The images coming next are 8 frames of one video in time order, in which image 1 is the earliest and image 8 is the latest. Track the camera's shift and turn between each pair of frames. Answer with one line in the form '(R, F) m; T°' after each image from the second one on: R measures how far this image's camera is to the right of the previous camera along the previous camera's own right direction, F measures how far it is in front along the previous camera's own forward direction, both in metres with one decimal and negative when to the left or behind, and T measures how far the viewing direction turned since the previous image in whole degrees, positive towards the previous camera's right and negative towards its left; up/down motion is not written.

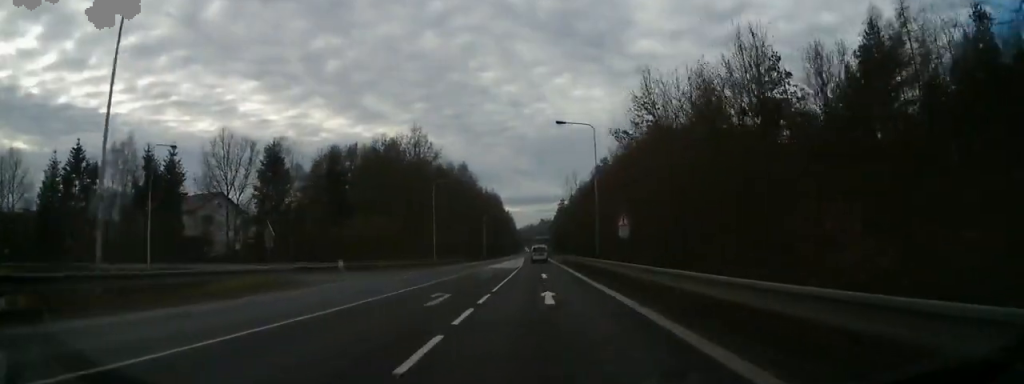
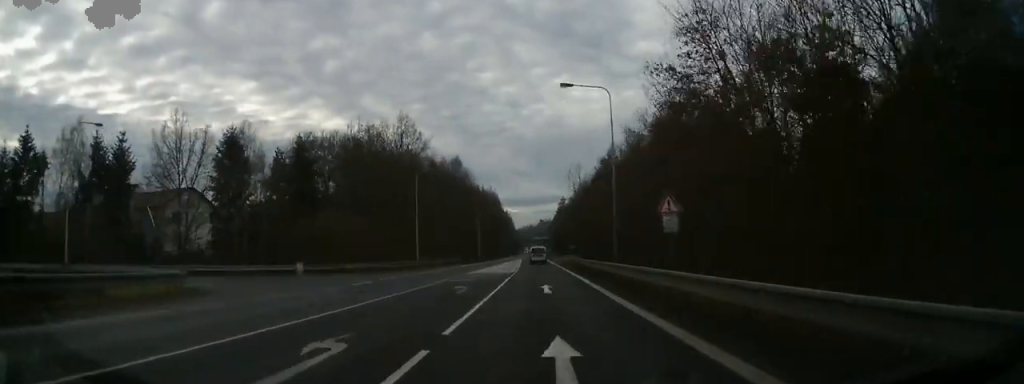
(+0.3, +8.0) m; -3°
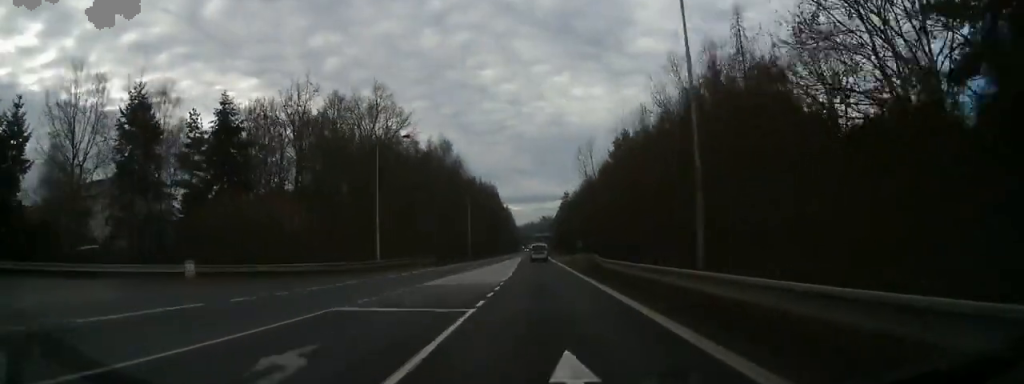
(-1.0, +11.4) m; 0°
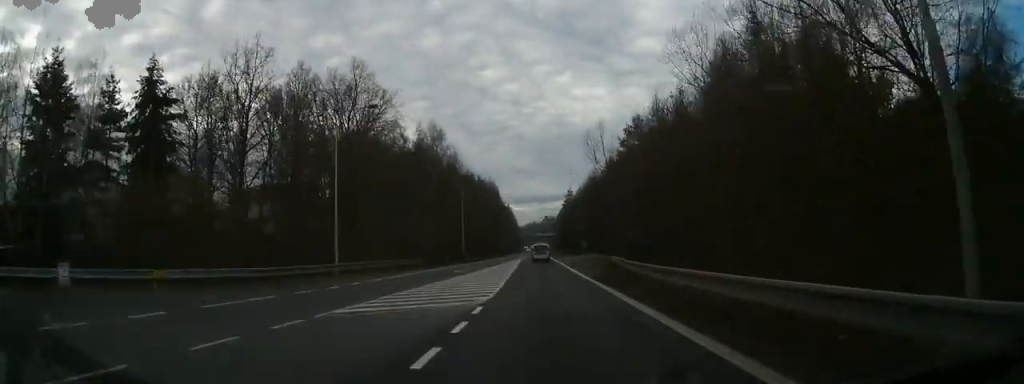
(0.0, +7.3) m; +1°
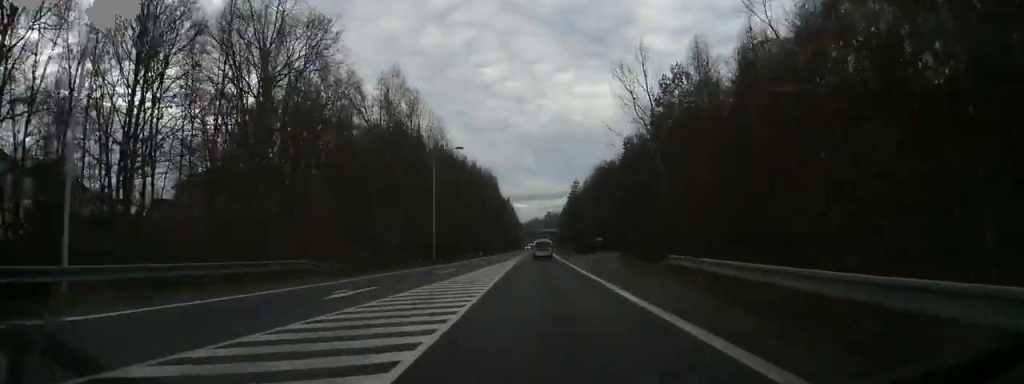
(+1.3, +18.8) m; +4°
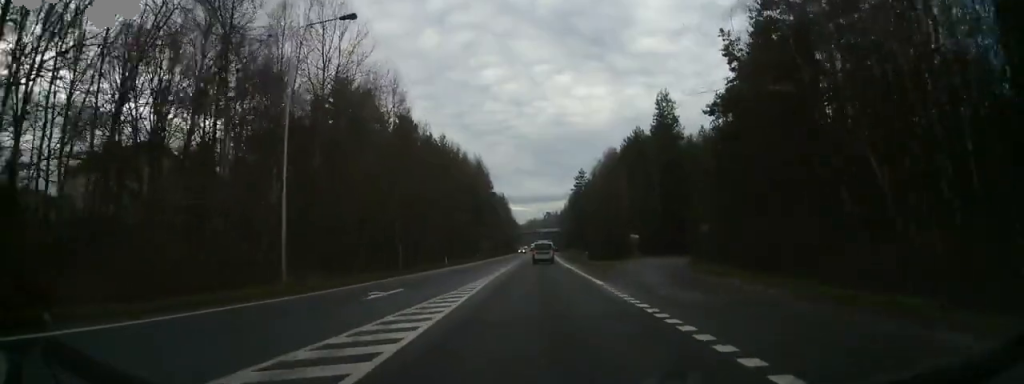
(0.0, +28.3) m; 0°
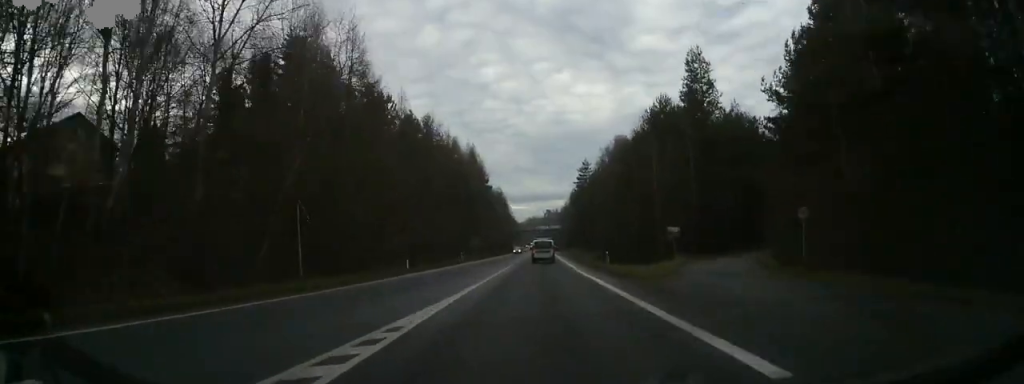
(0.0, +15.4) m; 0°
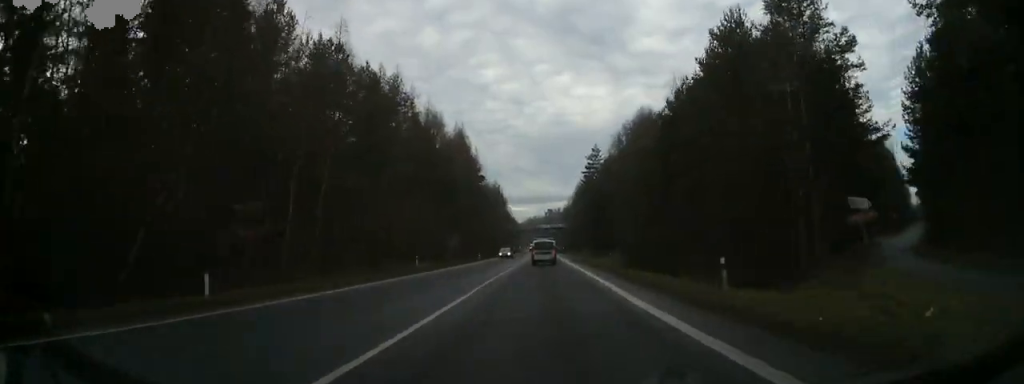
(0.0, +24.5) m; 0°
